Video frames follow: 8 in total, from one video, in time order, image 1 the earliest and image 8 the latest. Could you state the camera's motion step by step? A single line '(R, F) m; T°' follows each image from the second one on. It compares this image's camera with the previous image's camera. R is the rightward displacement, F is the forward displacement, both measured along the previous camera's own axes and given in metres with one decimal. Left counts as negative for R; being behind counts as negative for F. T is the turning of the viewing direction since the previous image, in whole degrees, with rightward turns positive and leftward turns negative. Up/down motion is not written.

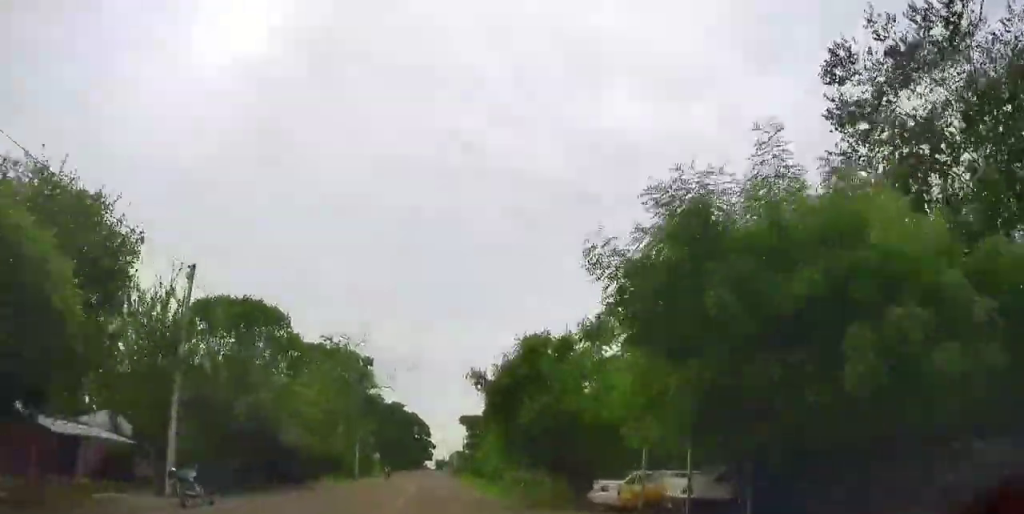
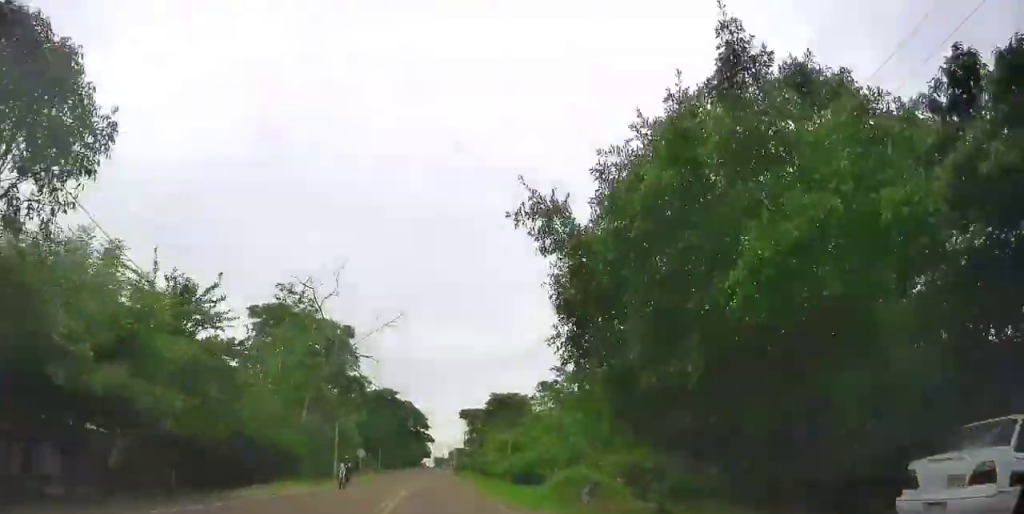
(0.0, +14.3) m; 0°
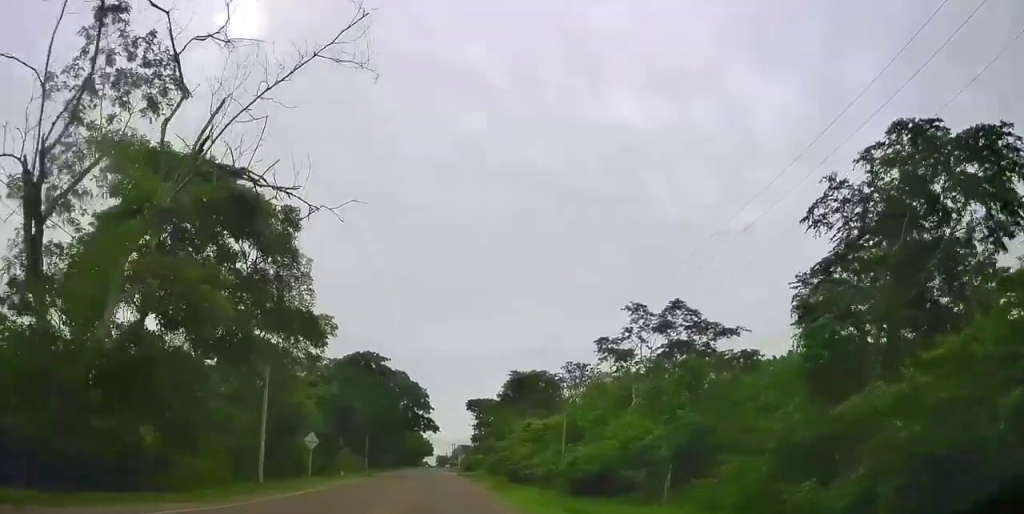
(0.0, +25.2) m; -1°
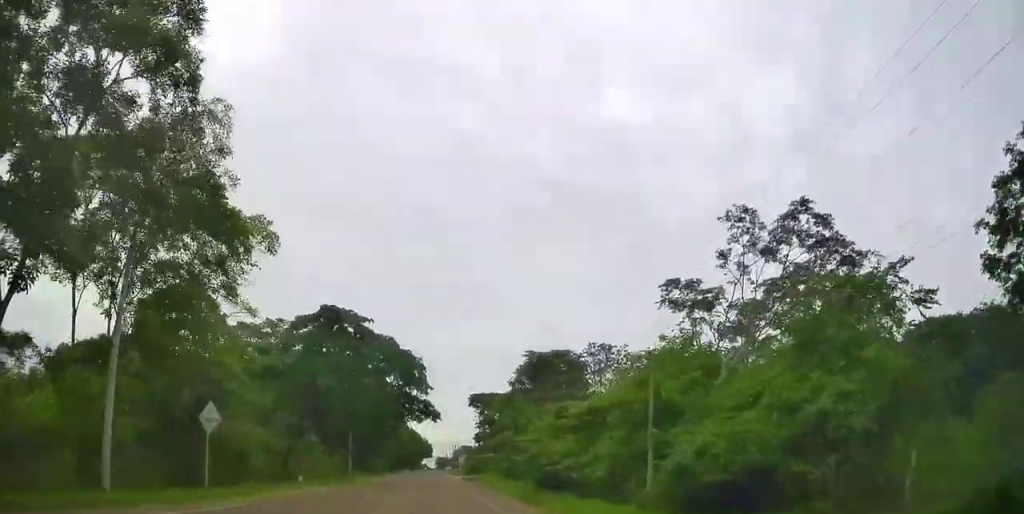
(-0.2, +15.5) m; 0°
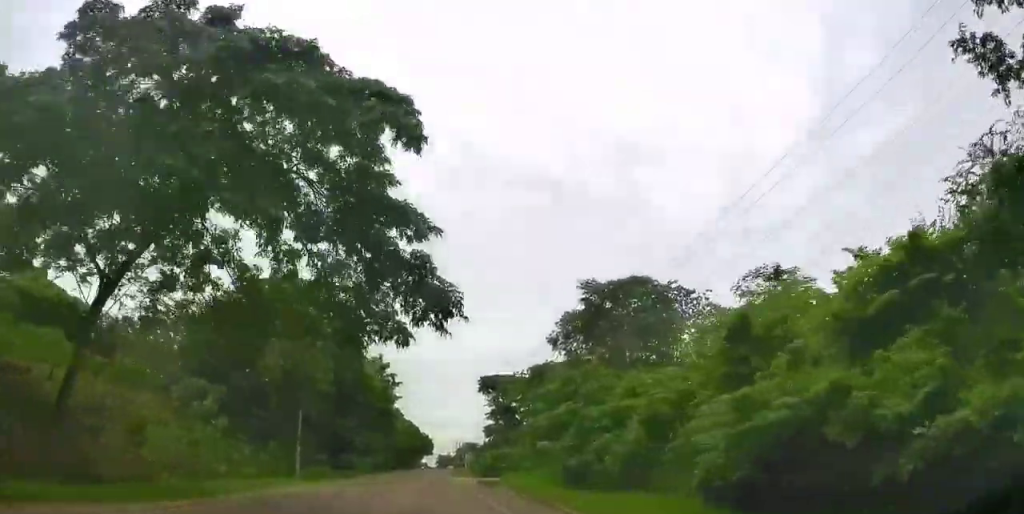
(+0.1, +26.1) m; +1°
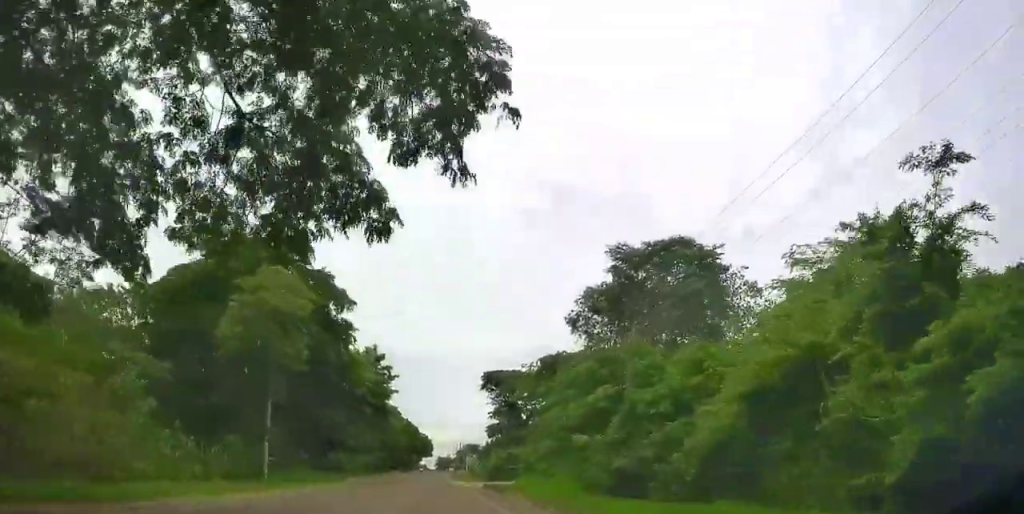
(0.0, +7.6) m; 0°
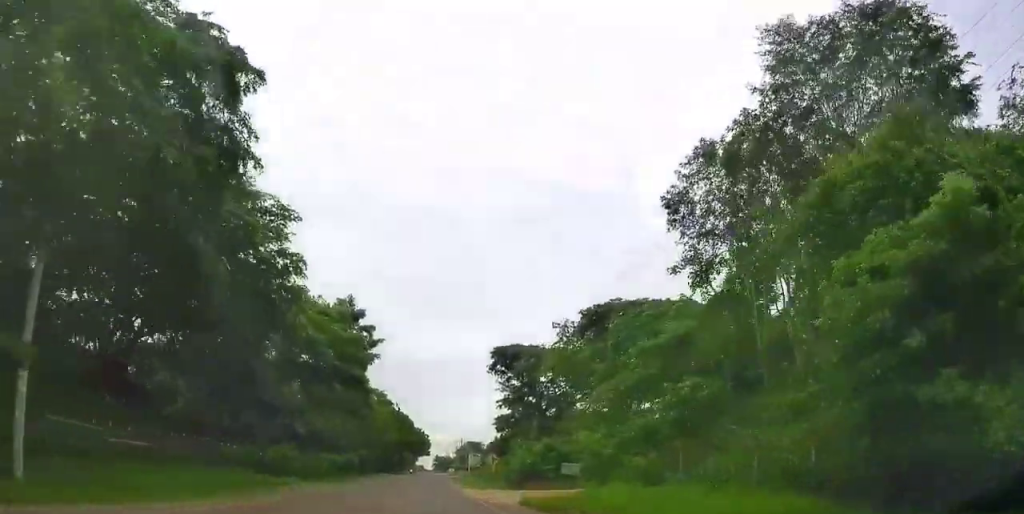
(+0.1, +20.5) m; +1°
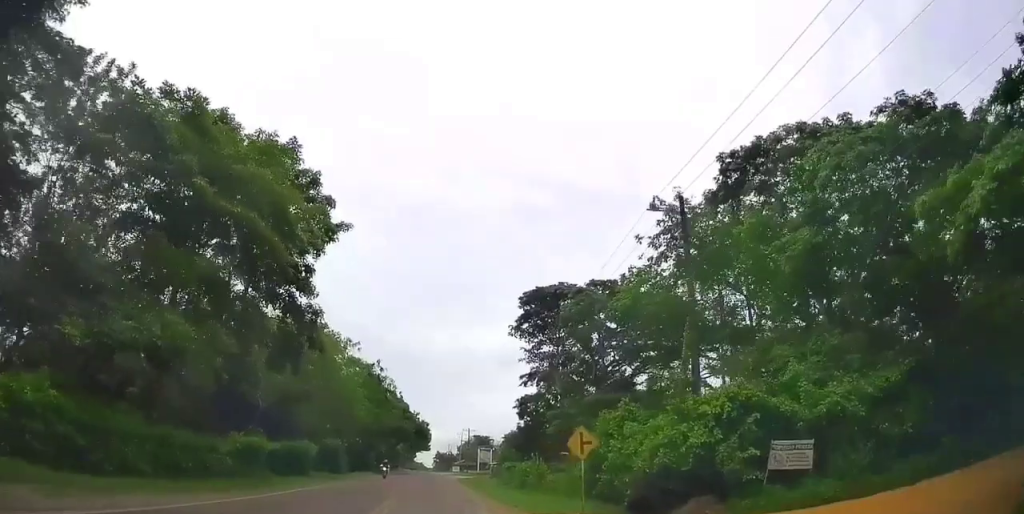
(+0.2, +25.8) m; +1°
